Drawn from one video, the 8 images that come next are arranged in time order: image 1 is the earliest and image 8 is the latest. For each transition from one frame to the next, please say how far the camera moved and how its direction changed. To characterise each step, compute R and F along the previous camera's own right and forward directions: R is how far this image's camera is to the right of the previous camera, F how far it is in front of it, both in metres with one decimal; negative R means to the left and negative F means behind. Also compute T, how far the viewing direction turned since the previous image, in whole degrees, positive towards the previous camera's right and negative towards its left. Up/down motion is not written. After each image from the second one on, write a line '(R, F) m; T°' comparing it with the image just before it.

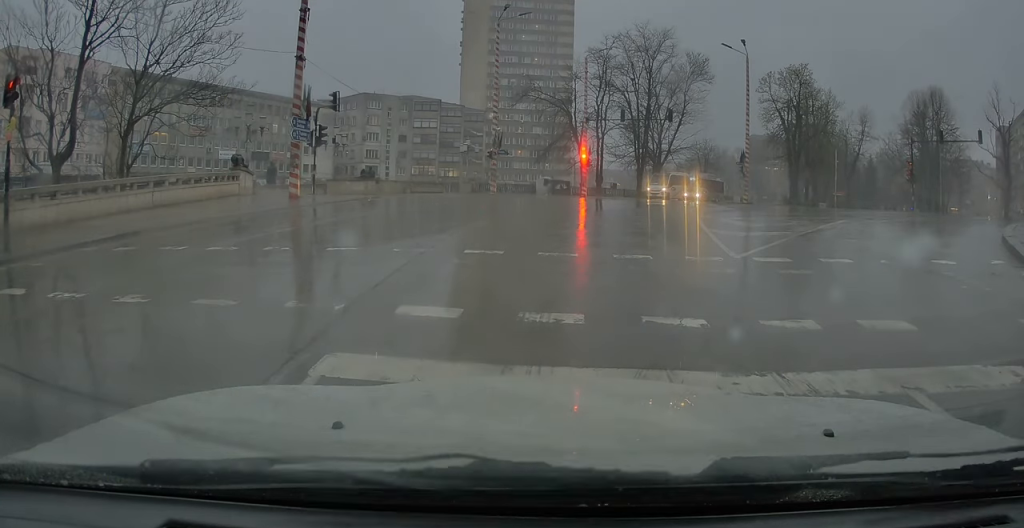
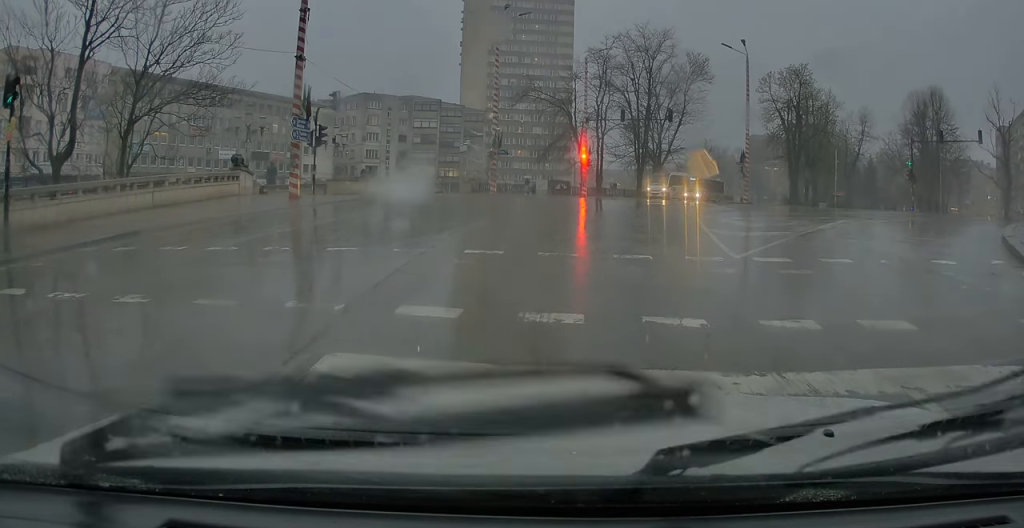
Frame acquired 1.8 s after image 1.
(0.0, 0.0) m; 0°
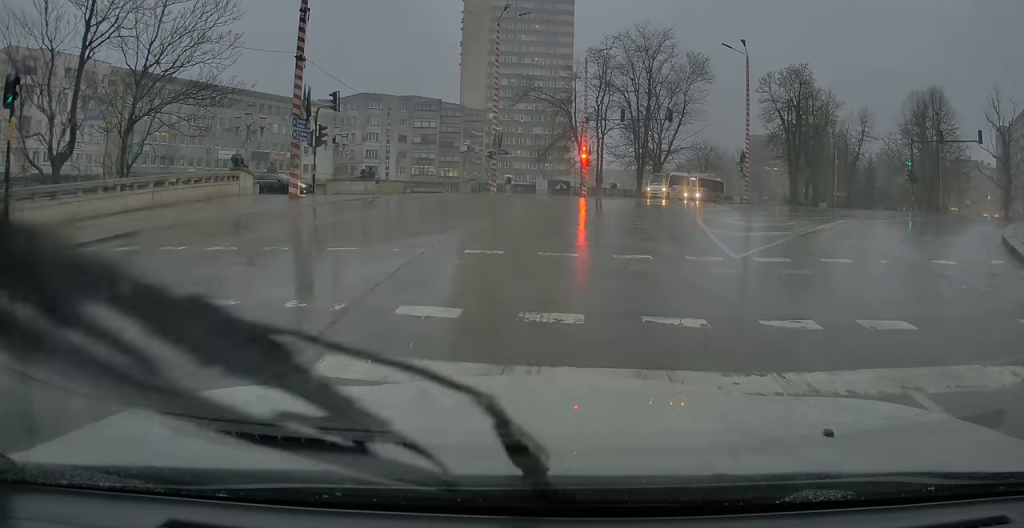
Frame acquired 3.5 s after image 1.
(0.0, 0.0) m; 0°
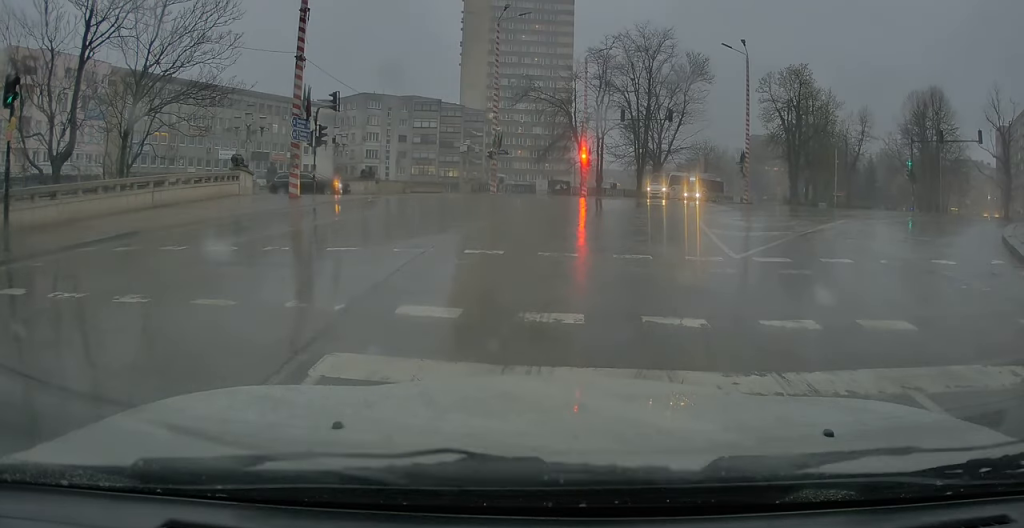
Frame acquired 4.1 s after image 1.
(0.0, 0.0) m; 0°
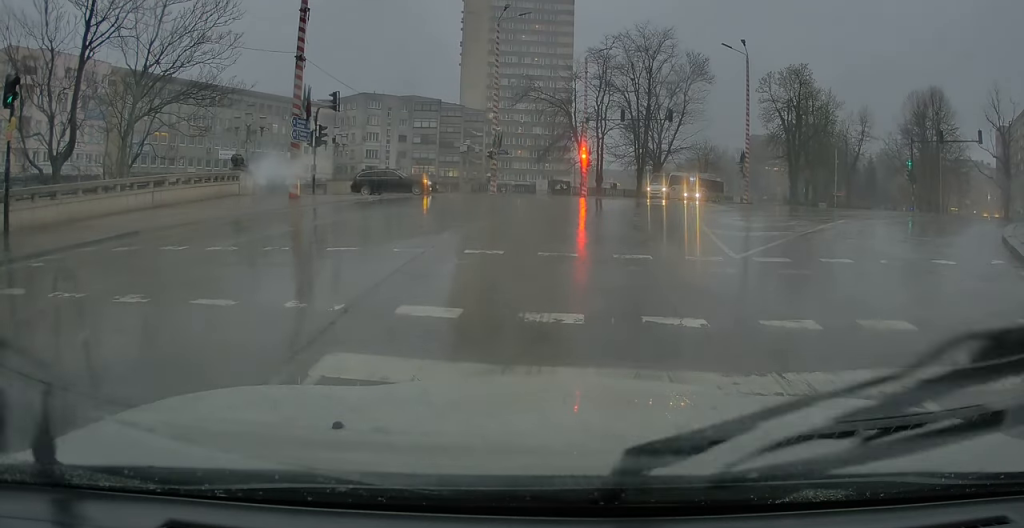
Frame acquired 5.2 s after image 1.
(0.0, 0.0) m; 0°
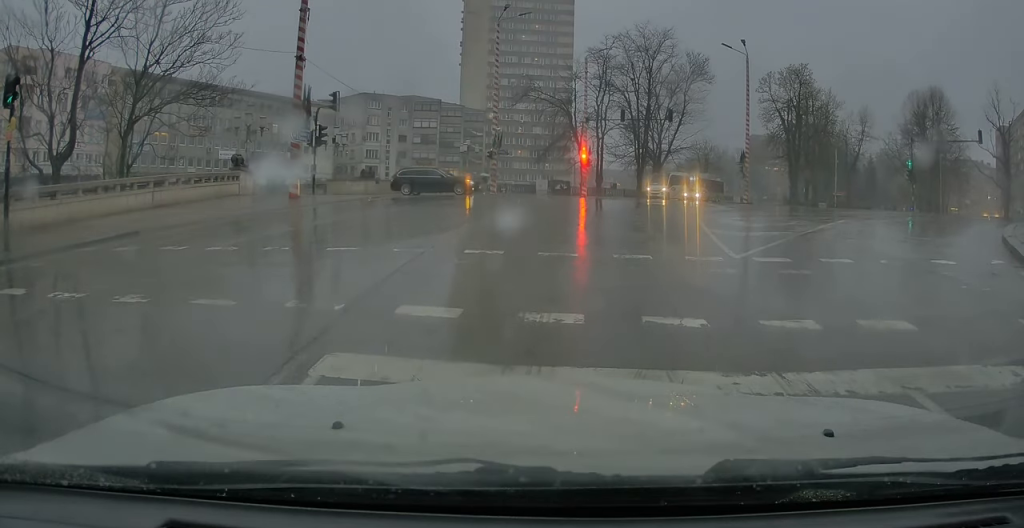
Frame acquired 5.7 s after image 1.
(0.0, 0.0) m; 0°
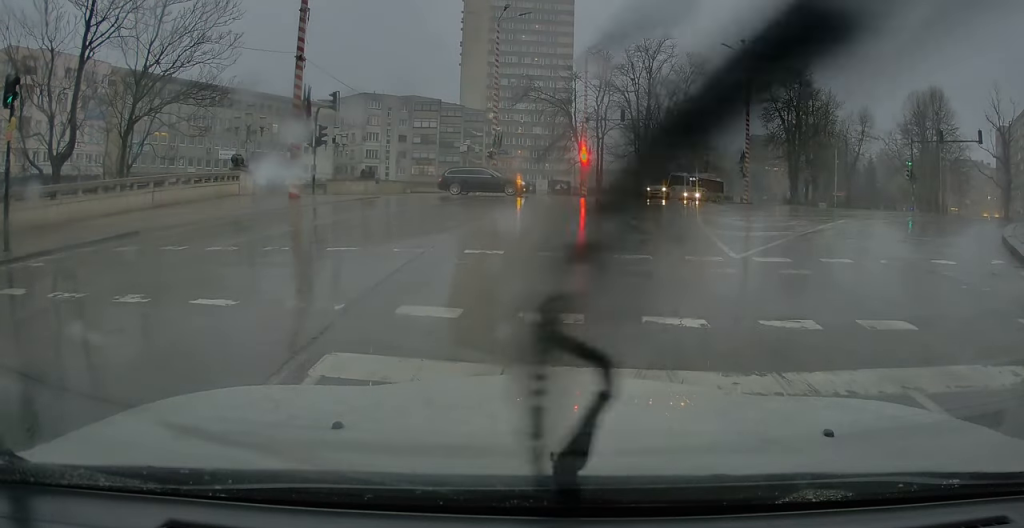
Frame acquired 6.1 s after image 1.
(0.0, 0.0) m; 0°
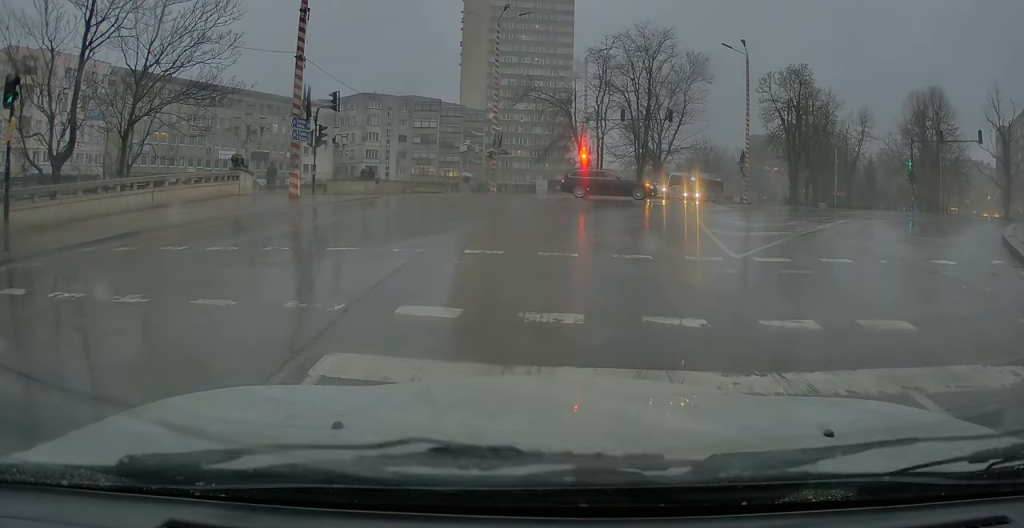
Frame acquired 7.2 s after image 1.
(0.0, 0.0) m; 0°
